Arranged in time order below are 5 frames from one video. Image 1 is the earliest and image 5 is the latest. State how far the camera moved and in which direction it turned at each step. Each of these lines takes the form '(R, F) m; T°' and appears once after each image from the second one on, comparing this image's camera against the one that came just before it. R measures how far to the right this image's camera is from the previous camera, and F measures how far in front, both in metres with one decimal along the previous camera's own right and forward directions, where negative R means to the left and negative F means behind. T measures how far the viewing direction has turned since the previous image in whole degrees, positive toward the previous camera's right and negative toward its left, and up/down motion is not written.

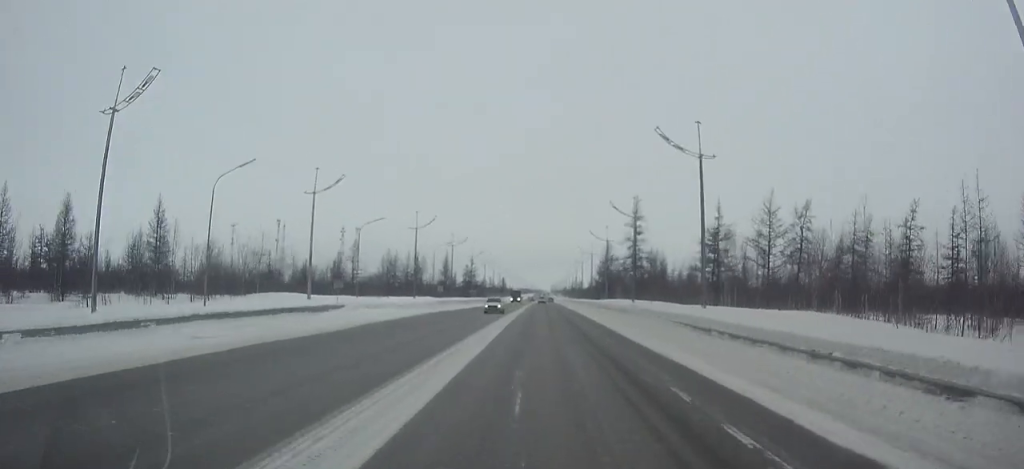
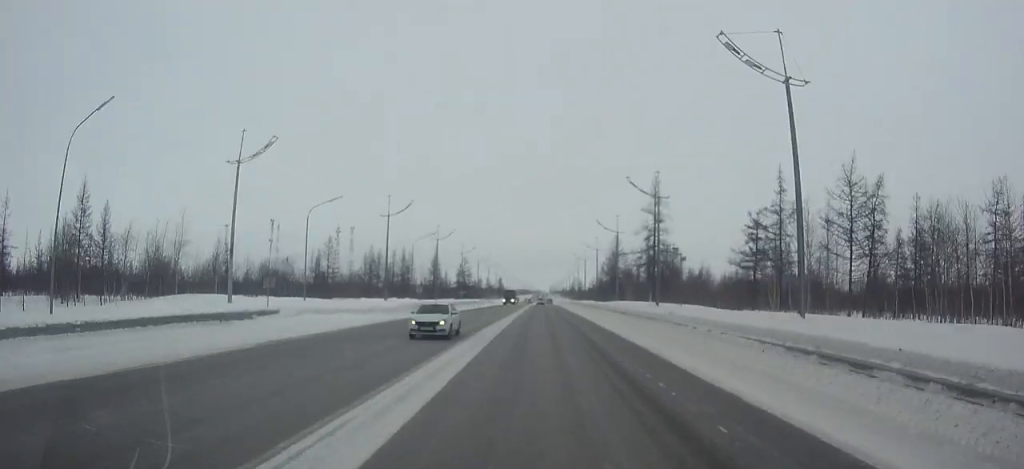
(0.0, +12.5) m; 0°
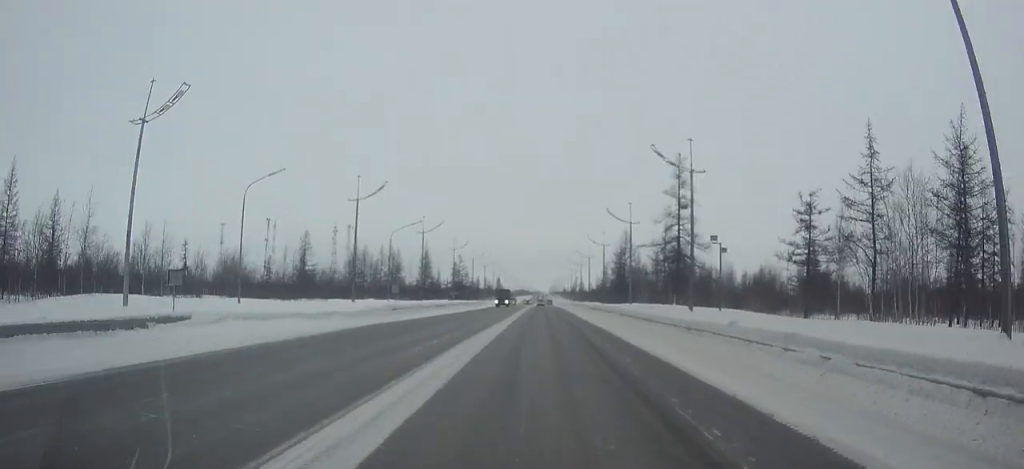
(0.0, +10.1) m; 0°
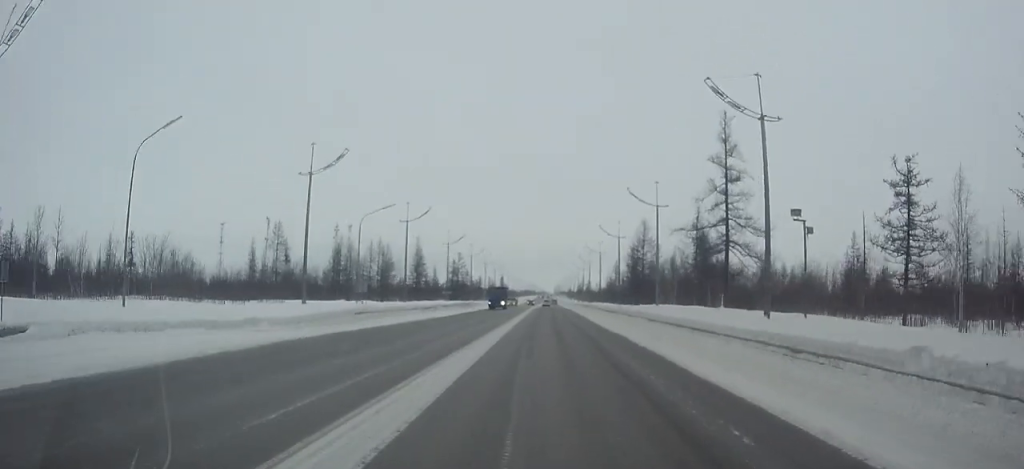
(0.0, +11.3) m; 0°
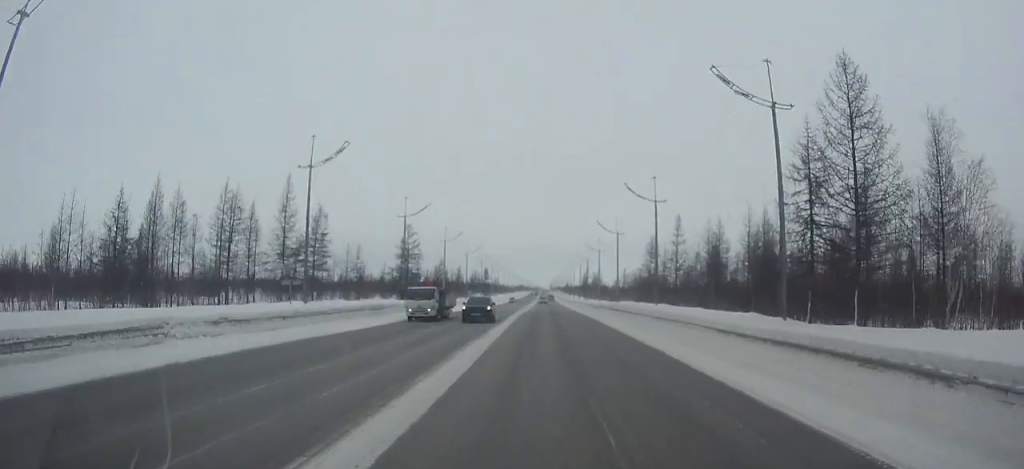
(+0.2, +50.6) m; 0°
